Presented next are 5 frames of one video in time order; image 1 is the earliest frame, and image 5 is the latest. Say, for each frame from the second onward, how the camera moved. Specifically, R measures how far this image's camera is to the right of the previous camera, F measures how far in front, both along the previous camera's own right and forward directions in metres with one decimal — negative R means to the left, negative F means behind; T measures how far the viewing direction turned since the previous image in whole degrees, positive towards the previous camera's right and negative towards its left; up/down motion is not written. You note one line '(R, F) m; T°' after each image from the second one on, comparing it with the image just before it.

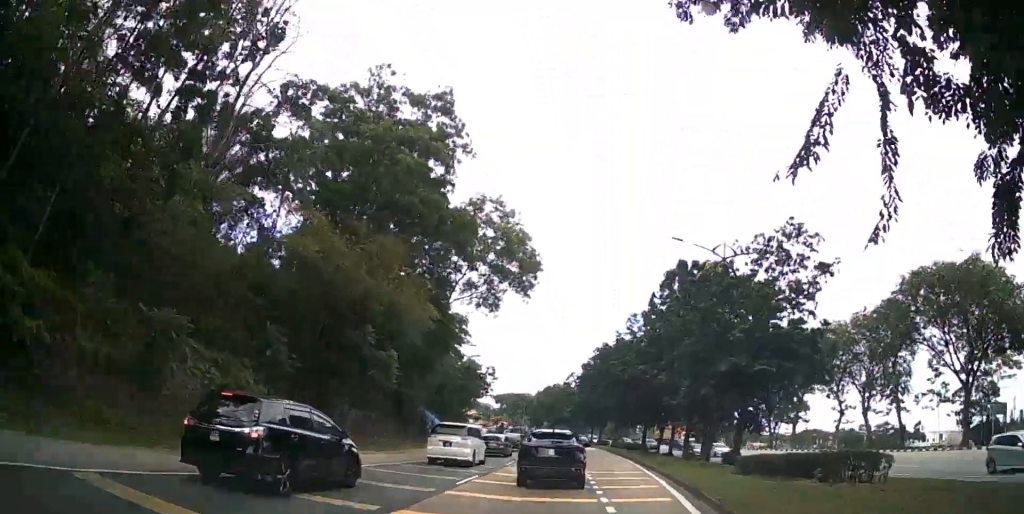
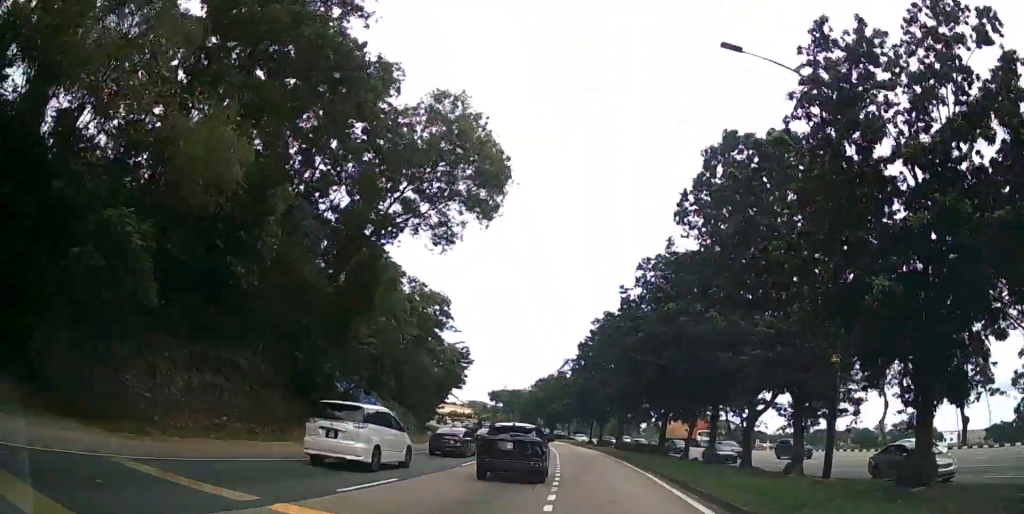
(-0.1, +16.4) m; 0°
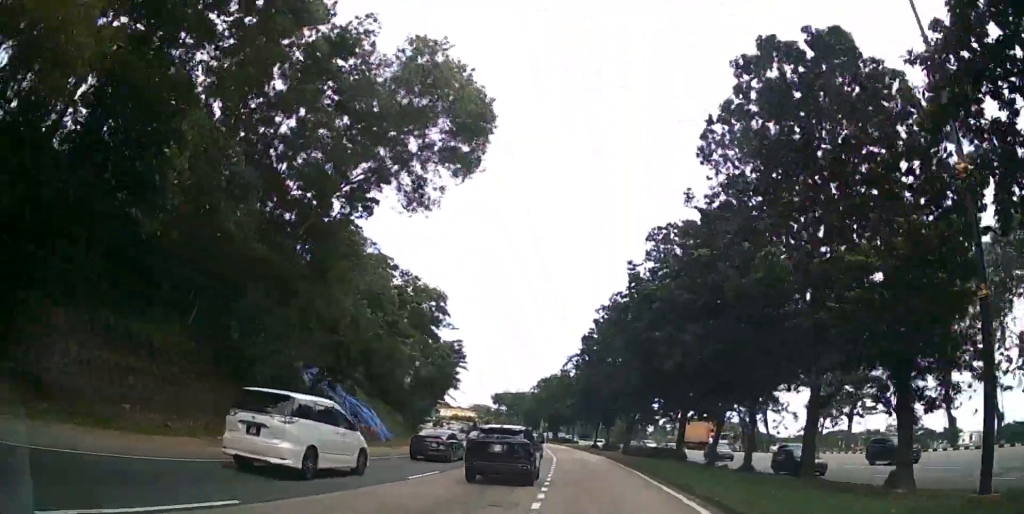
(0.0, +6.6) m; 0°
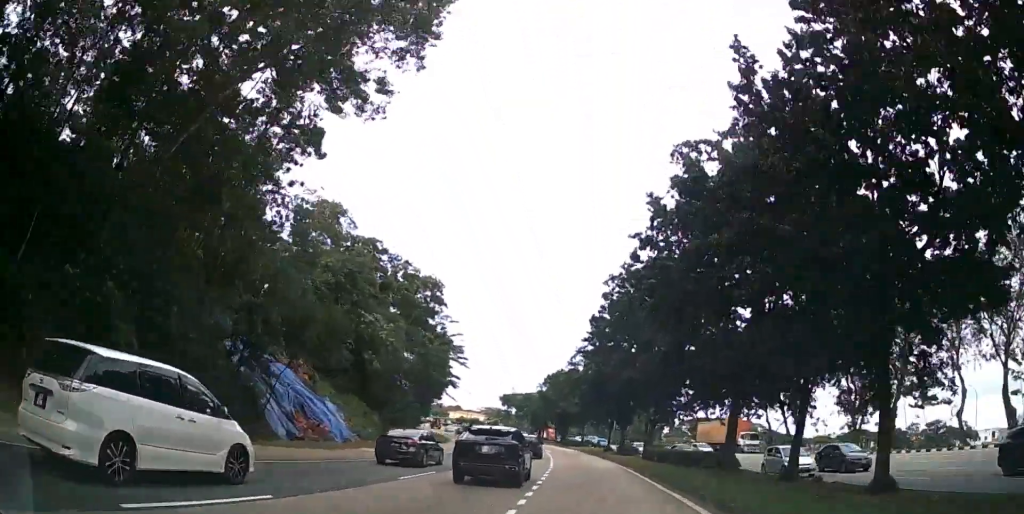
(0.0, +10.0) m; -1°
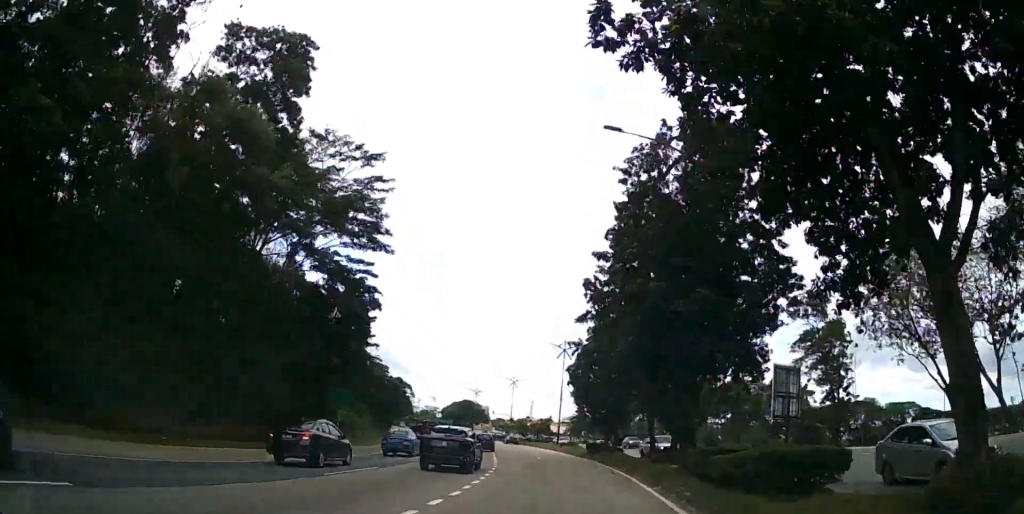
(-6.5, +66.6) m; -11°
